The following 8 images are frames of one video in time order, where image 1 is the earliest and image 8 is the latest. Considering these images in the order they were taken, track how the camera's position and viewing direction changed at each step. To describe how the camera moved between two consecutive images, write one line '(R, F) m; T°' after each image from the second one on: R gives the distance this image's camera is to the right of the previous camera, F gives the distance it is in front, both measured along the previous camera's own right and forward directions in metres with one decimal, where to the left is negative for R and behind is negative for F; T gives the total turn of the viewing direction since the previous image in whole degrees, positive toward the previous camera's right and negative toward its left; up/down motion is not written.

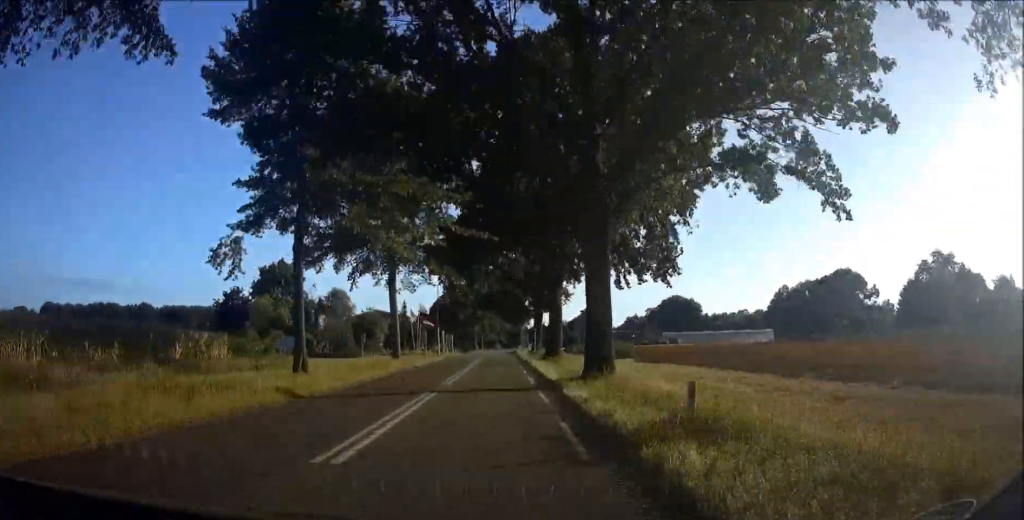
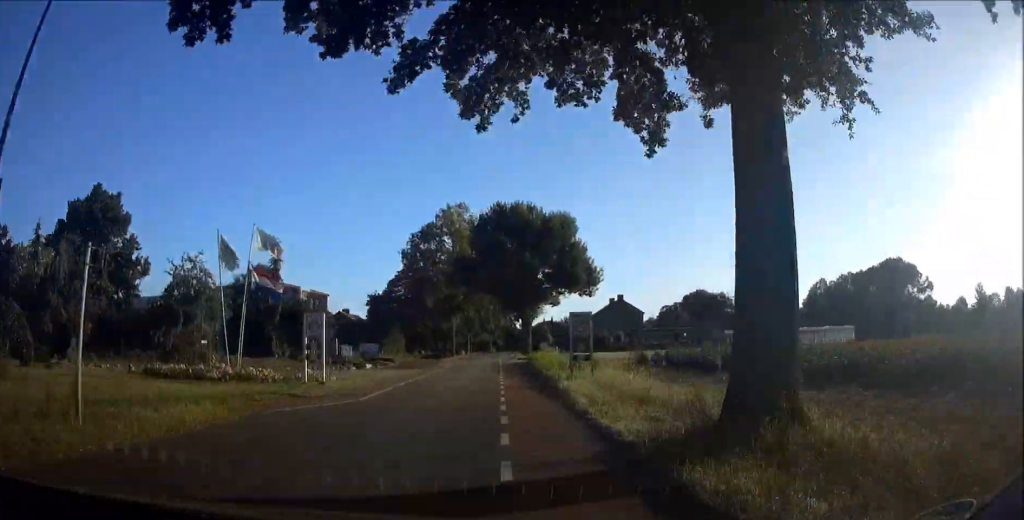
(-0.6, +46.6) m; -1°
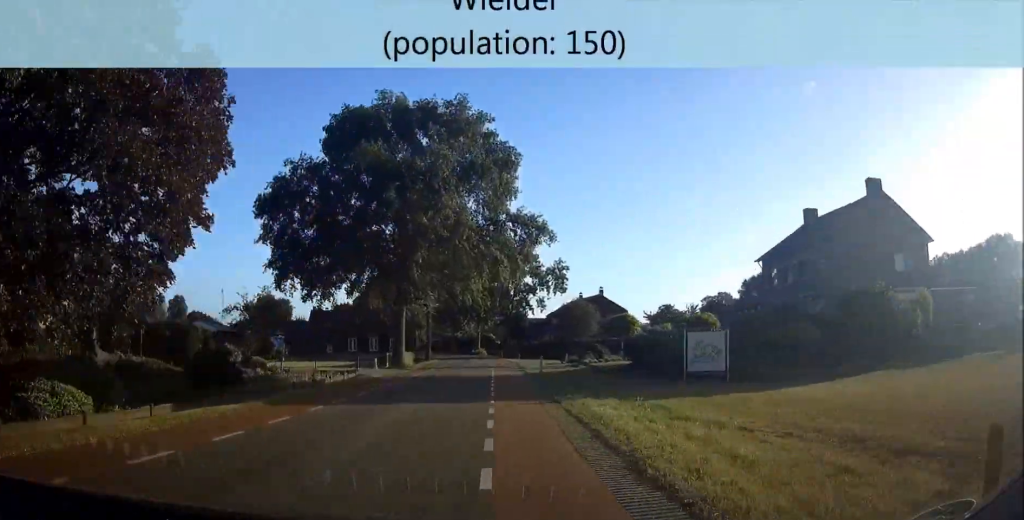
(+0.2, +76.7) m; -1°
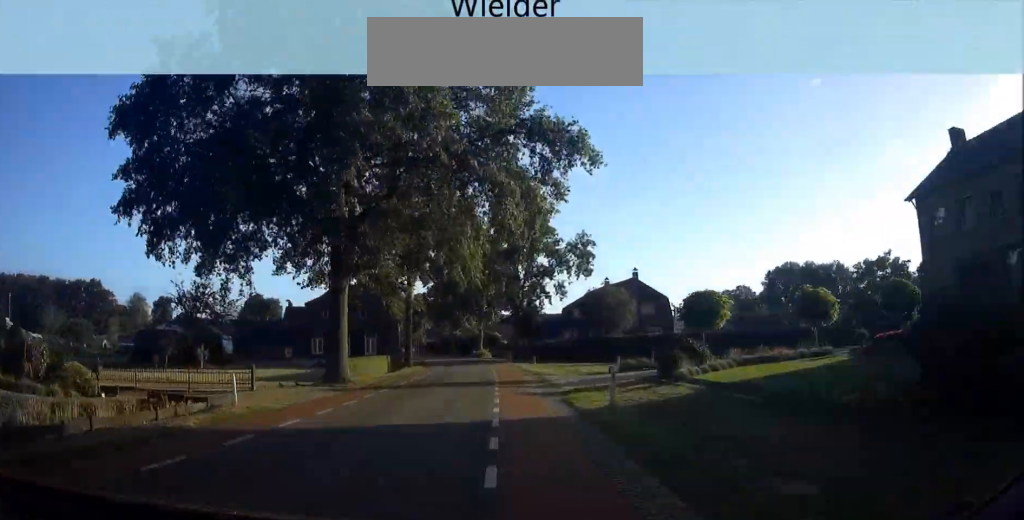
(+0.1, +16.5) m; -1°
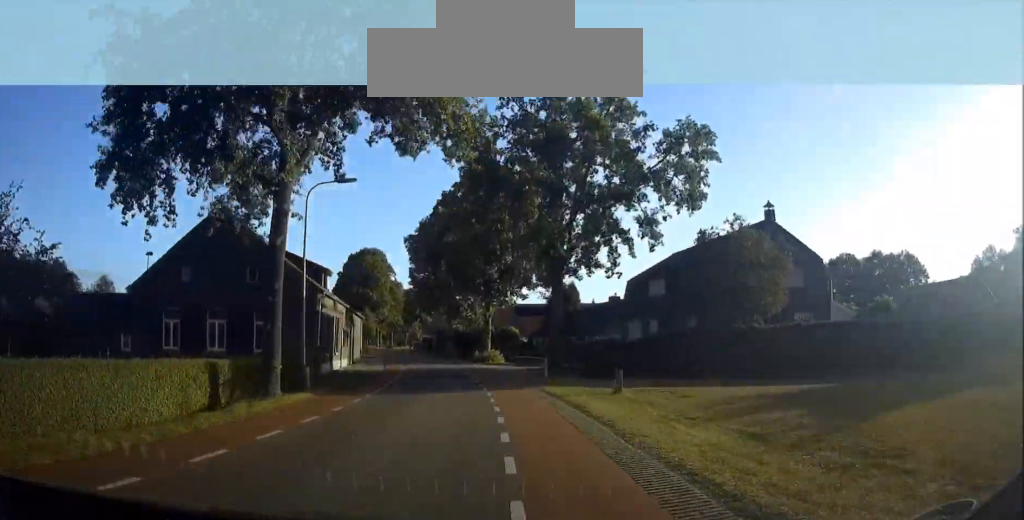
(-0.5, +28.3) m; -4°
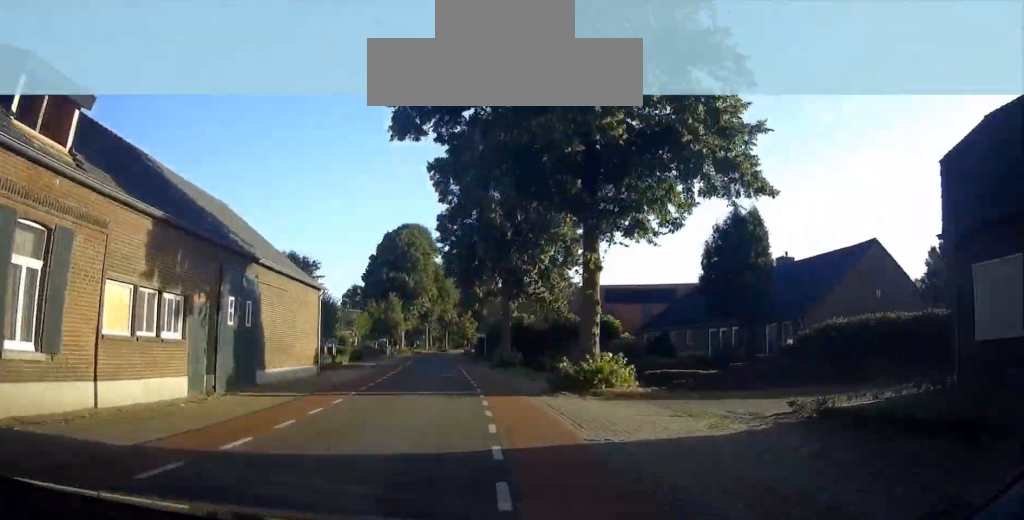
(-1.6, +28.3) m; -4°
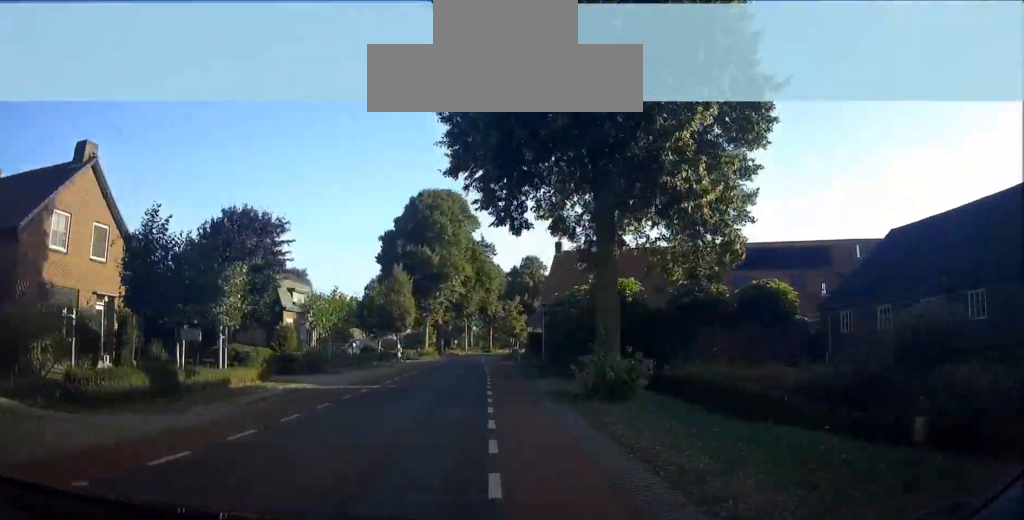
(-0.7, +22.5) m; -2°
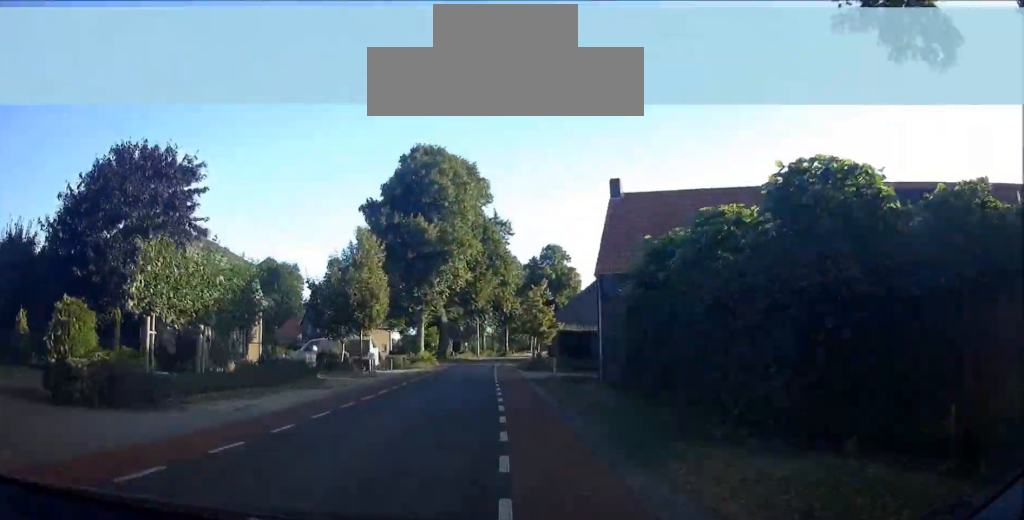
(-0.4, +15.5) m; -1°
